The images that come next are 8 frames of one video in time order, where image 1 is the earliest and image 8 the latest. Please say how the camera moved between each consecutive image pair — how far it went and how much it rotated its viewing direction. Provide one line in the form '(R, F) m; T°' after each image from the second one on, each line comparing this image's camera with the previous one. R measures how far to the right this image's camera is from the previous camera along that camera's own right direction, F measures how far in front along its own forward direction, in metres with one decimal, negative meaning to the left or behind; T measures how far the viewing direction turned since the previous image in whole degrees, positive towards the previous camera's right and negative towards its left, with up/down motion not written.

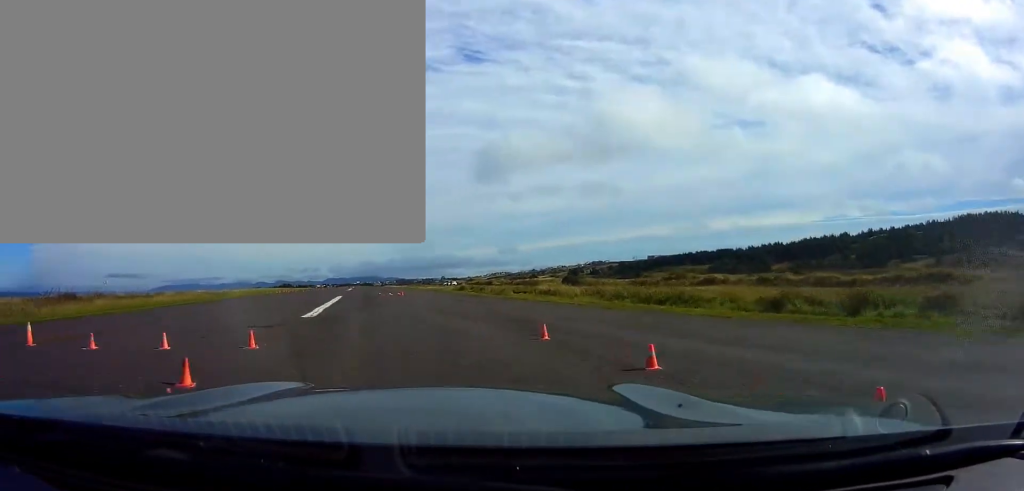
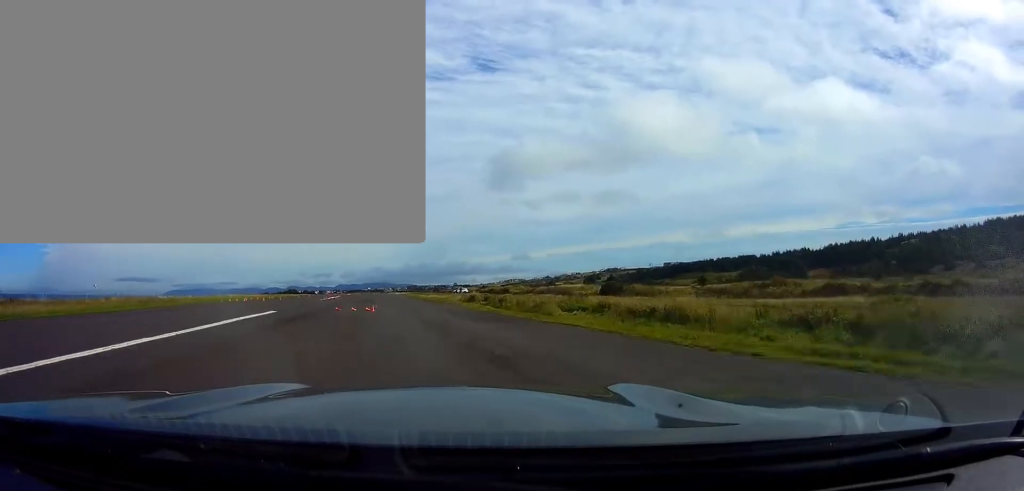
(-0.1, +19.9) m; -3°
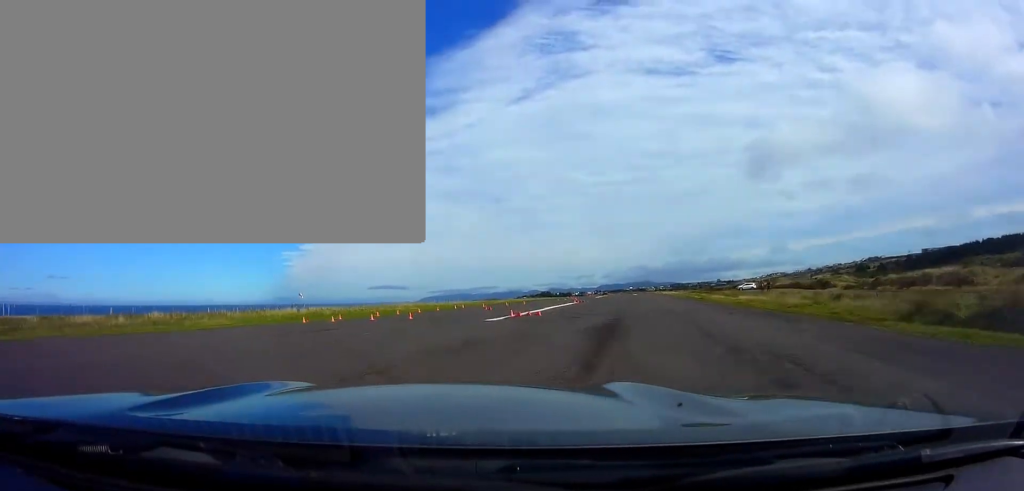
(-2.7, +37.1) m; -8°
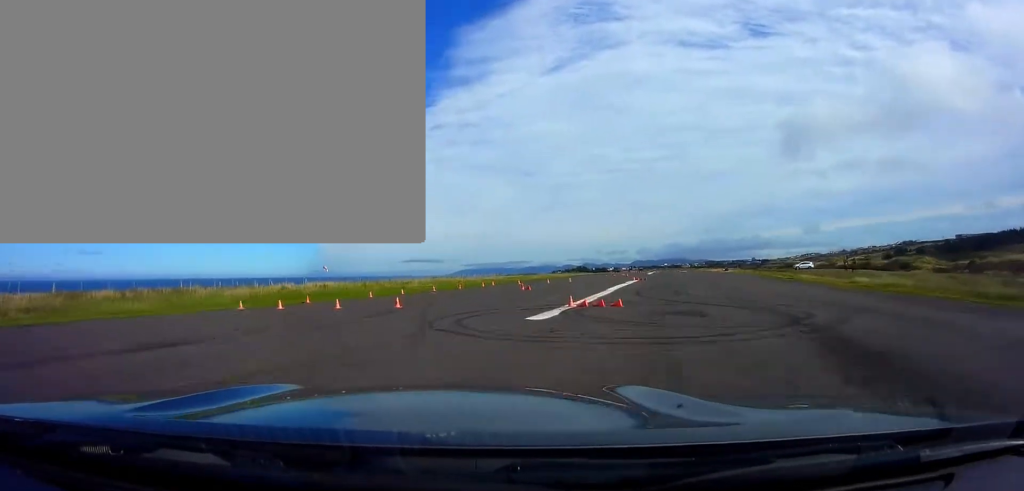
(-0.3, +10.6) m; 0°
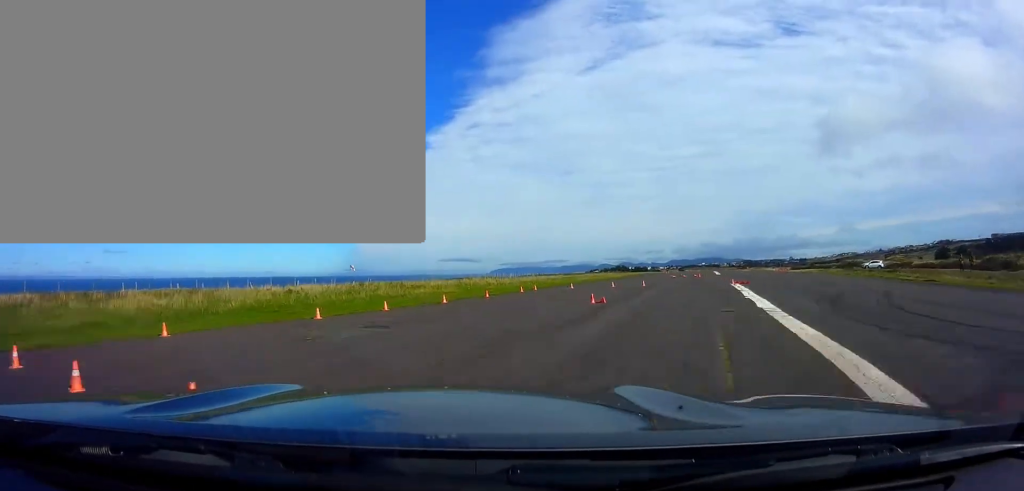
(-0.3, +13.8) m; 0°
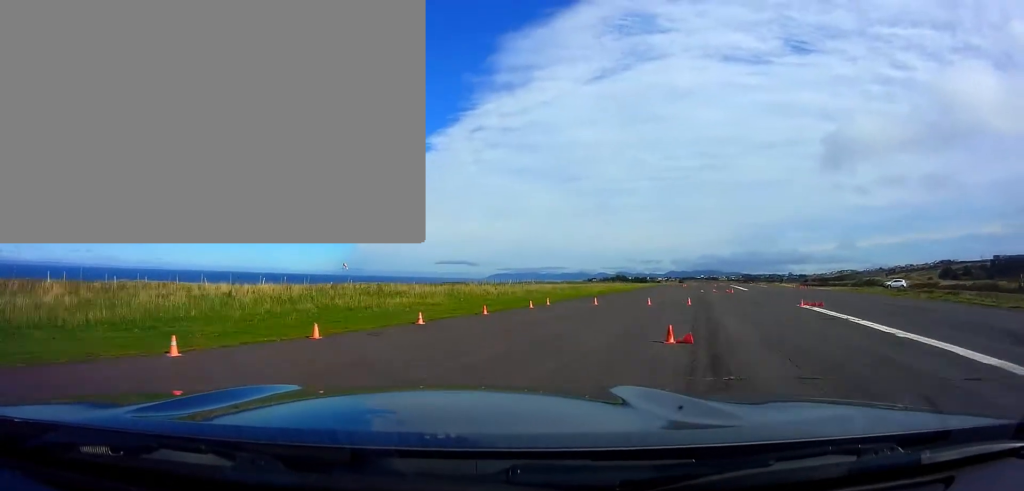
(+0.1, +9.3) m; +2°
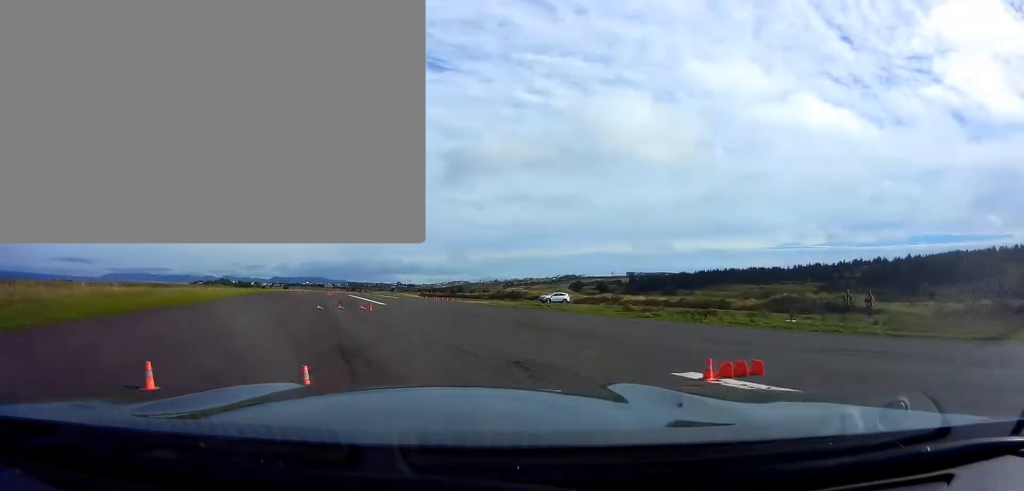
(+1.6, +24.6) m; +4°
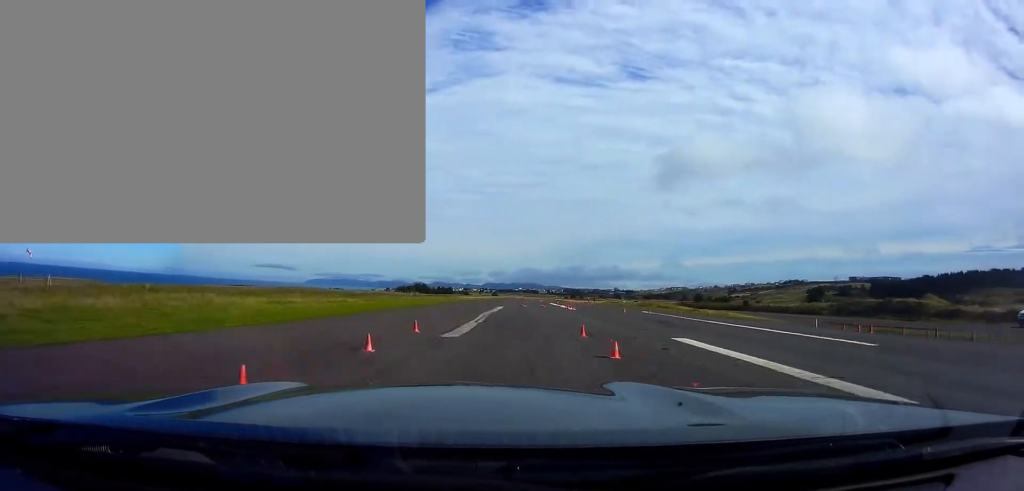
(-3.6, +54.7) m; -5°
